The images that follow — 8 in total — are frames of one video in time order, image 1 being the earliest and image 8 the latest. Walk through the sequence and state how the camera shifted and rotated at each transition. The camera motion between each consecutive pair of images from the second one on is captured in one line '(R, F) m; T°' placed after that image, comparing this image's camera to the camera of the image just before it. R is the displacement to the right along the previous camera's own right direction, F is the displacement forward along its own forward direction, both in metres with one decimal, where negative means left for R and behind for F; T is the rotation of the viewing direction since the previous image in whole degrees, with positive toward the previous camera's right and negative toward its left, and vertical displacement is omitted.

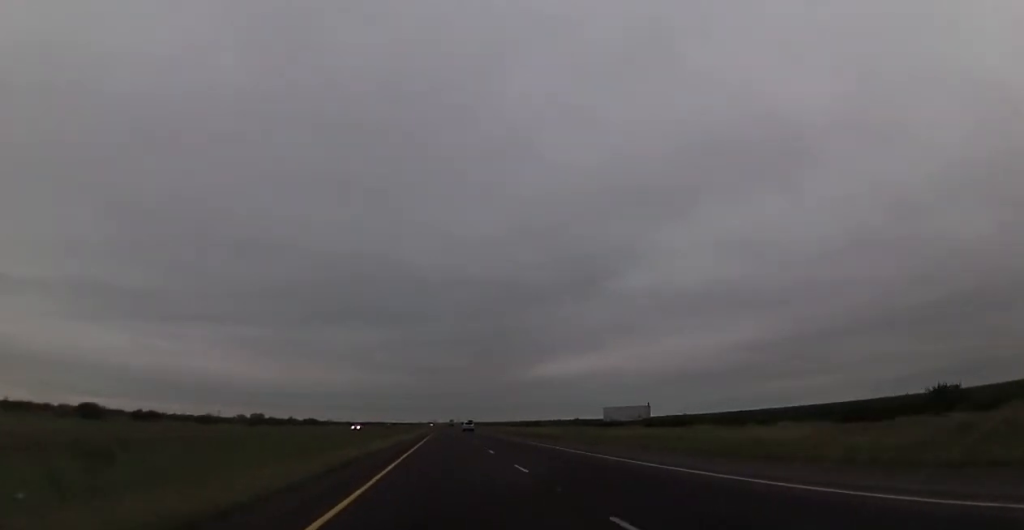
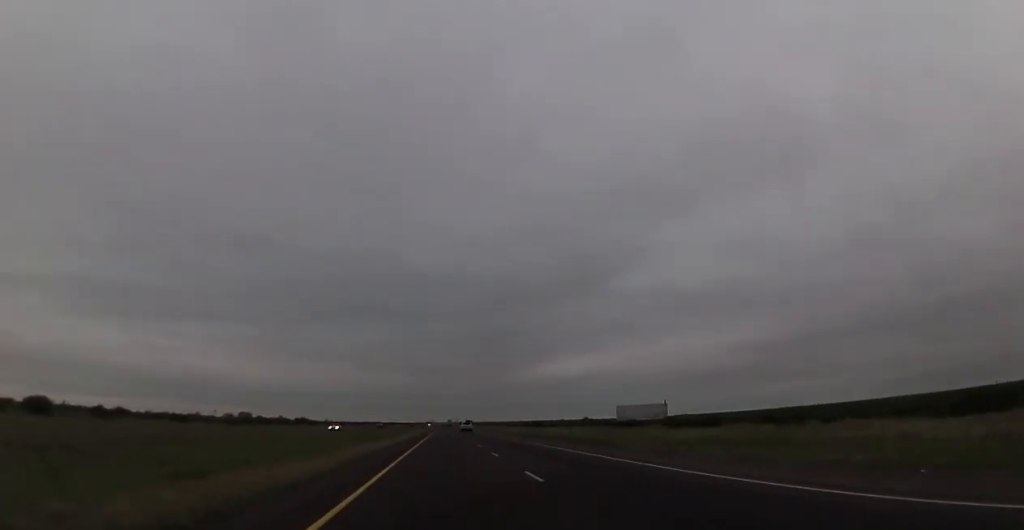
(+0.1, +14.9) m; 0°
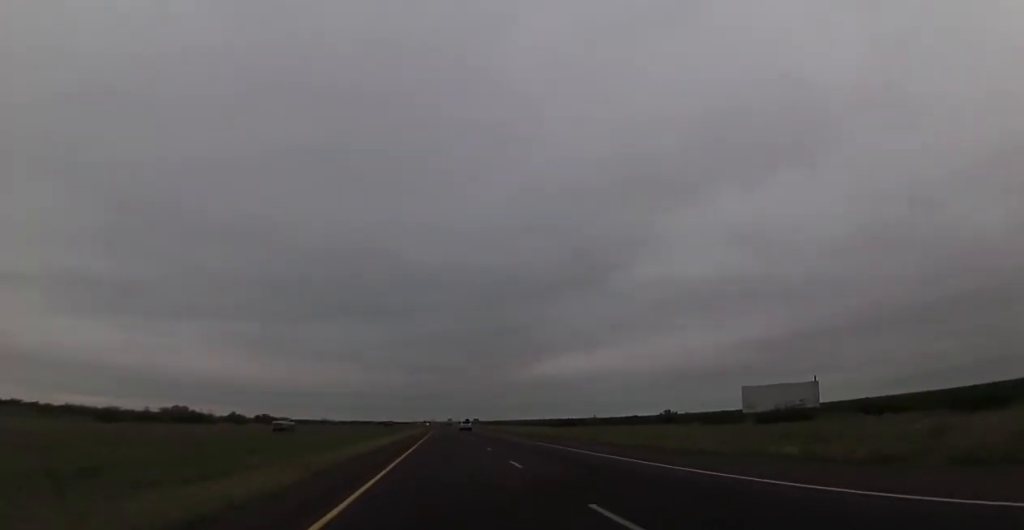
(-0.8, +68.2) m; -1°
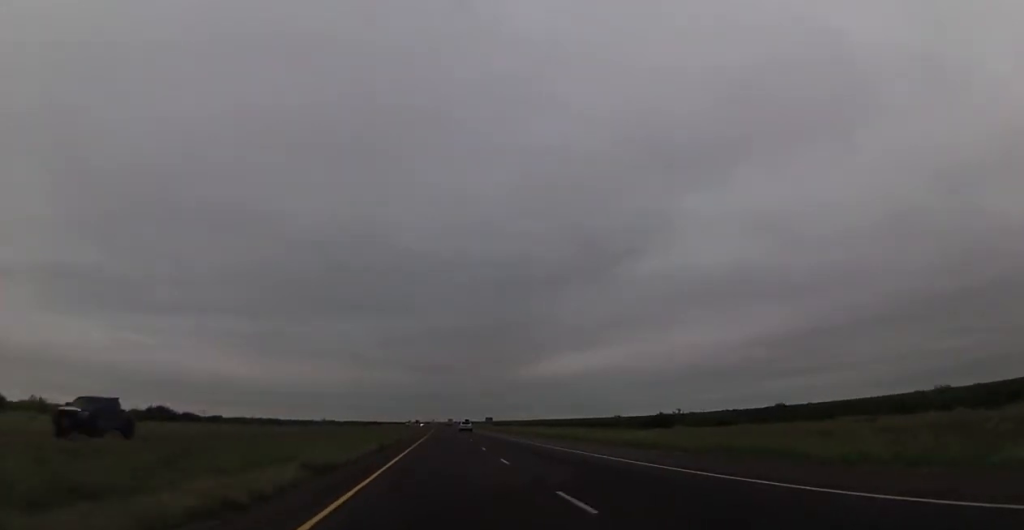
(+0.8, +94.6) m; 0°
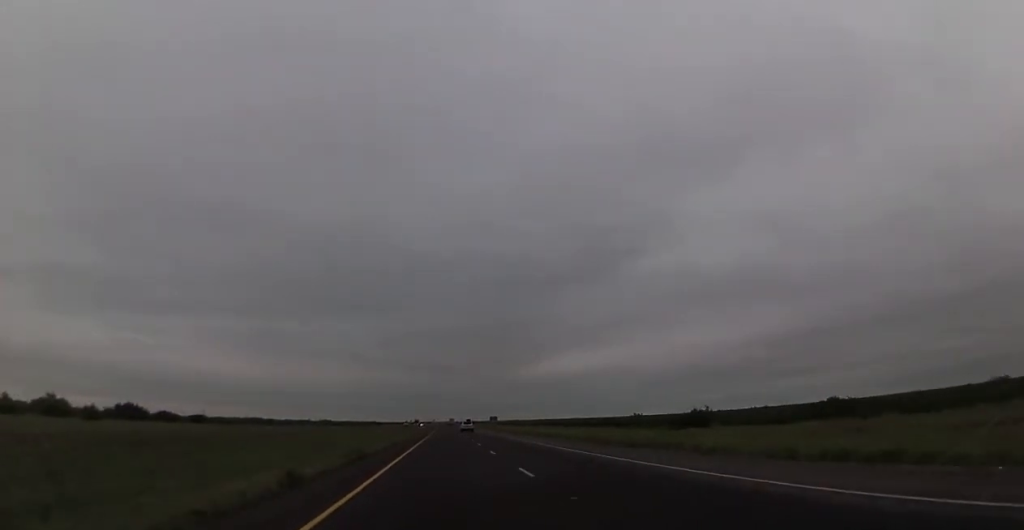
(+0.1, +17.4) m; 0°
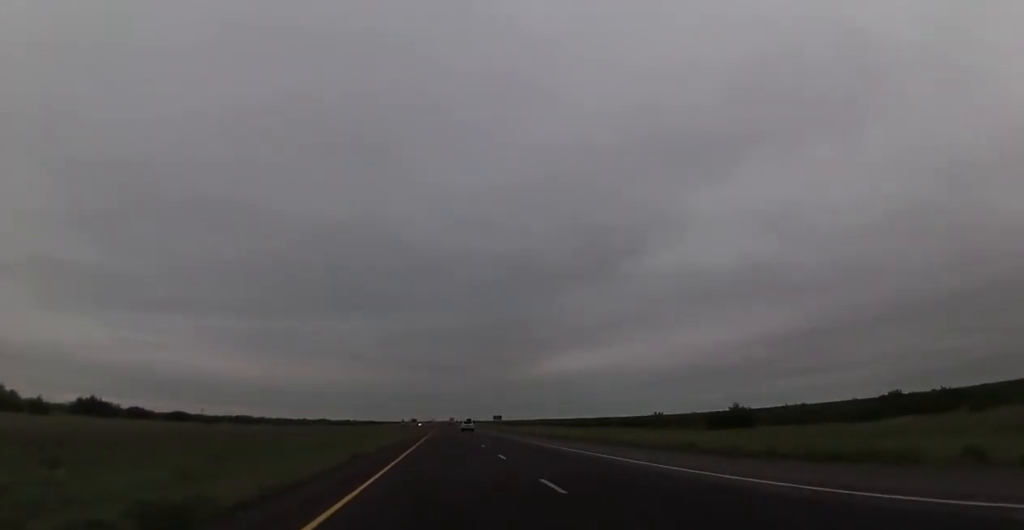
(-0.4, +16.2) m; 0°
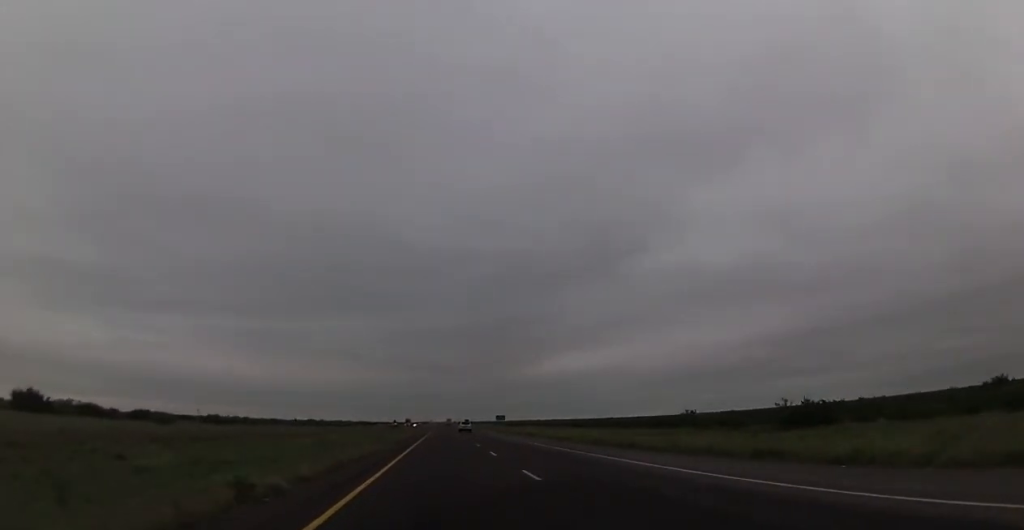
(-0.2, +21.1) m; 0°
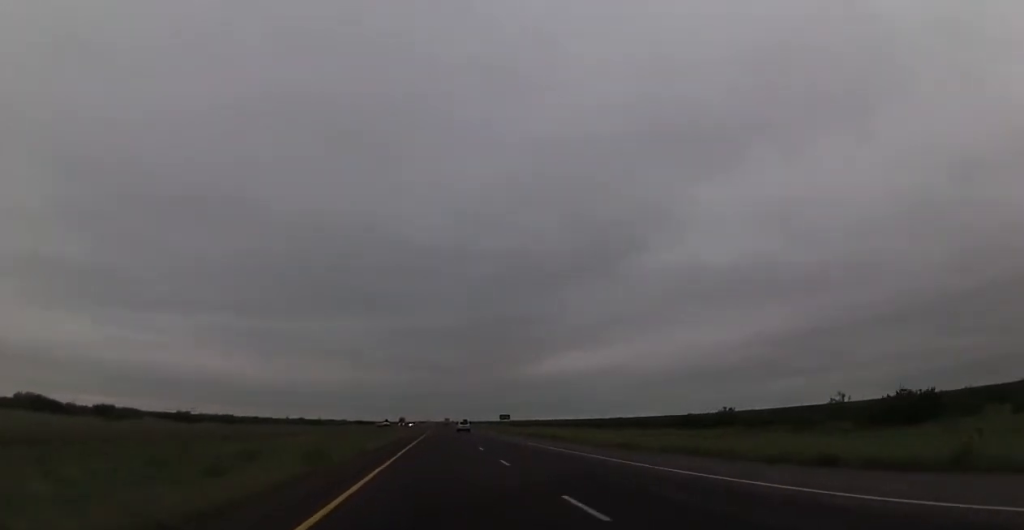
(+0.4, +18.6) m; 0°
